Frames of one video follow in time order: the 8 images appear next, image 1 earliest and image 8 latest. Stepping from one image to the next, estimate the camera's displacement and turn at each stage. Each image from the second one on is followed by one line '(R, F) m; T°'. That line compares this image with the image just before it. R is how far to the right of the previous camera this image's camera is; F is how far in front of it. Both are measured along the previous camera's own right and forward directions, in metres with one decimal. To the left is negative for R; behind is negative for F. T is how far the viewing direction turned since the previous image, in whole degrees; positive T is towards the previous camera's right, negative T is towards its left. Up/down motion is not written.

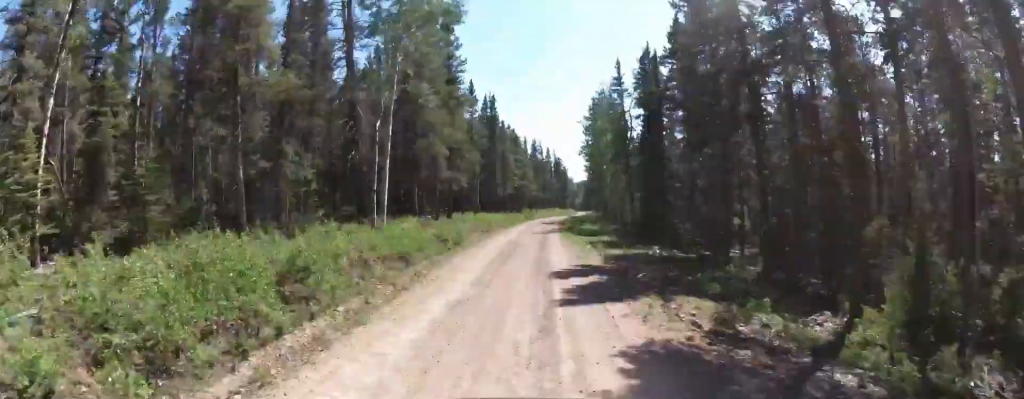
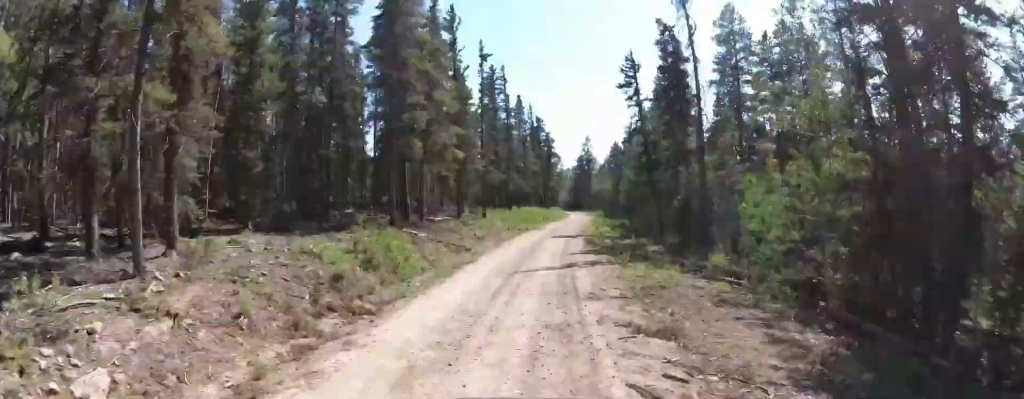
(+2.4, +66.3) m; +5°
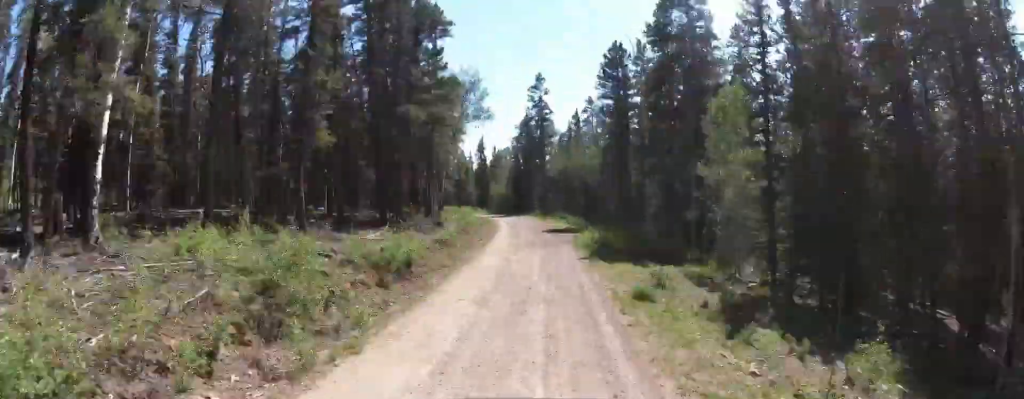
(+3.8, +63.9) m; -6°
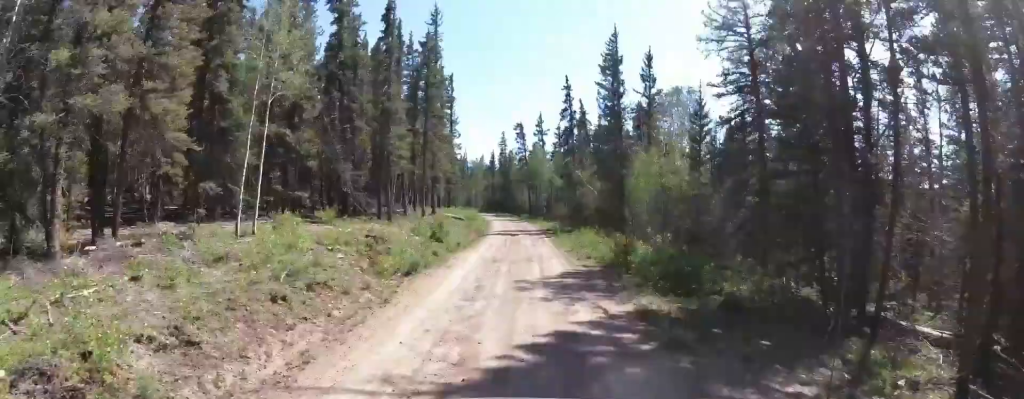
(-3.1, +72.0) m; -12°
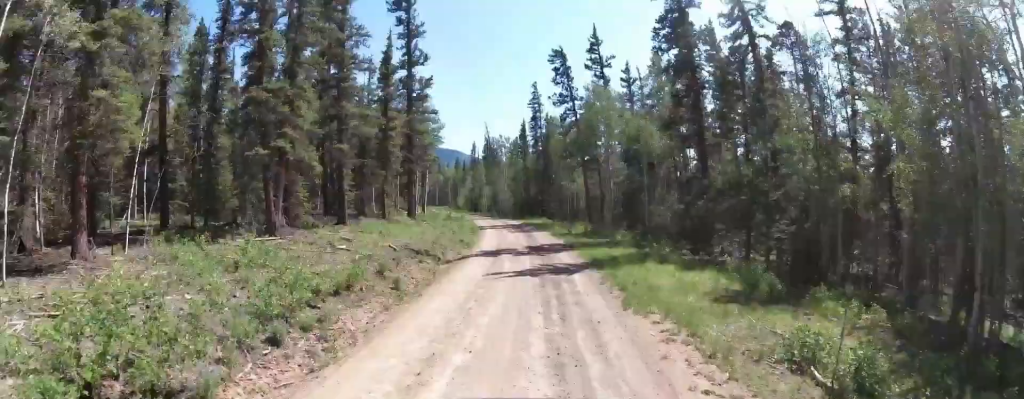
(-7.4, +46.5) m; -9°
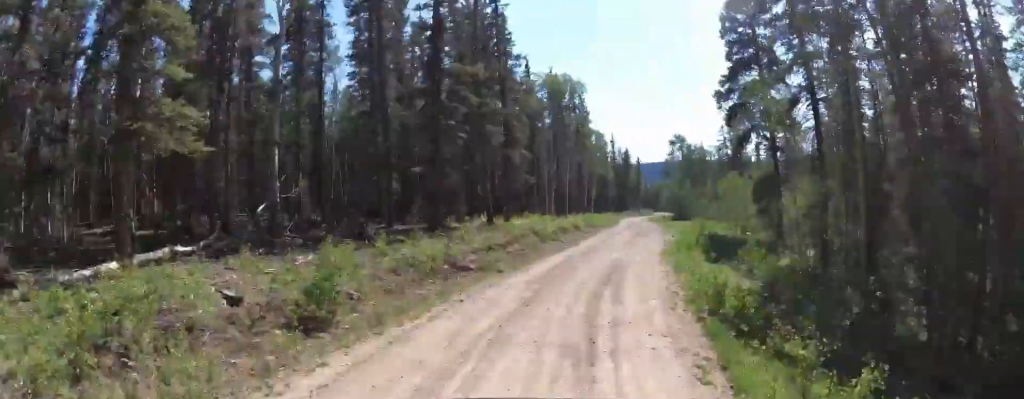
(+5.1, +231.7) m; +28°
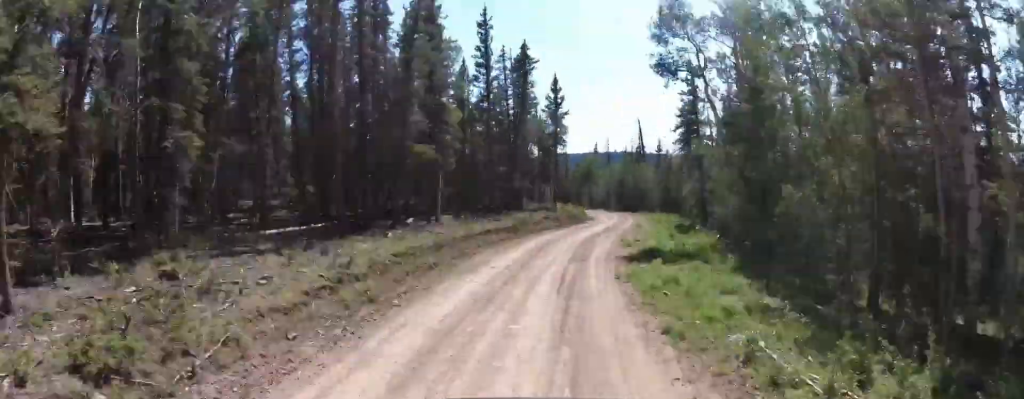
(+18.4, +78.7) m; +5°
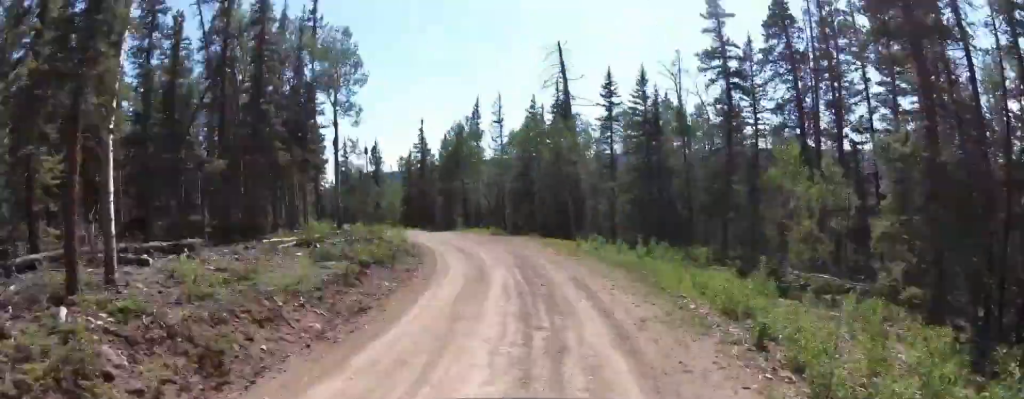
(+7.0, +48.1) m; -15°
